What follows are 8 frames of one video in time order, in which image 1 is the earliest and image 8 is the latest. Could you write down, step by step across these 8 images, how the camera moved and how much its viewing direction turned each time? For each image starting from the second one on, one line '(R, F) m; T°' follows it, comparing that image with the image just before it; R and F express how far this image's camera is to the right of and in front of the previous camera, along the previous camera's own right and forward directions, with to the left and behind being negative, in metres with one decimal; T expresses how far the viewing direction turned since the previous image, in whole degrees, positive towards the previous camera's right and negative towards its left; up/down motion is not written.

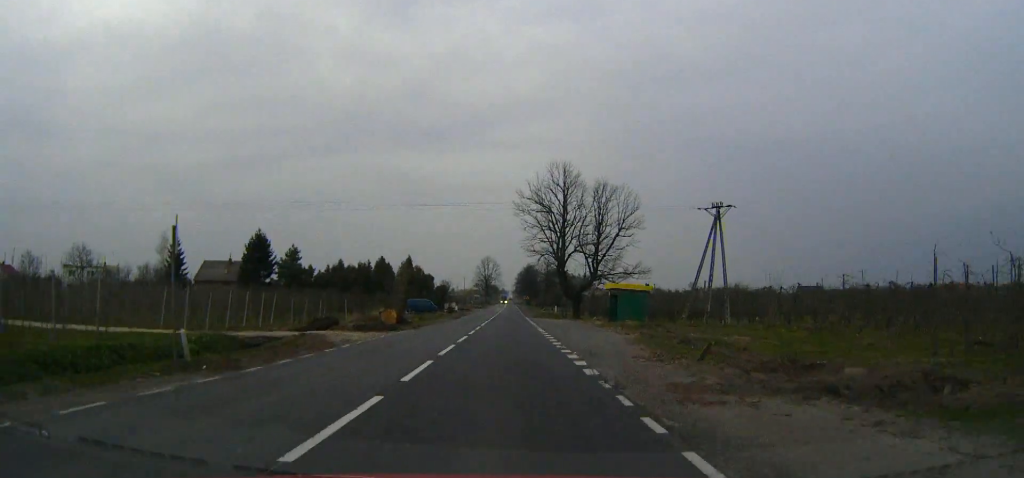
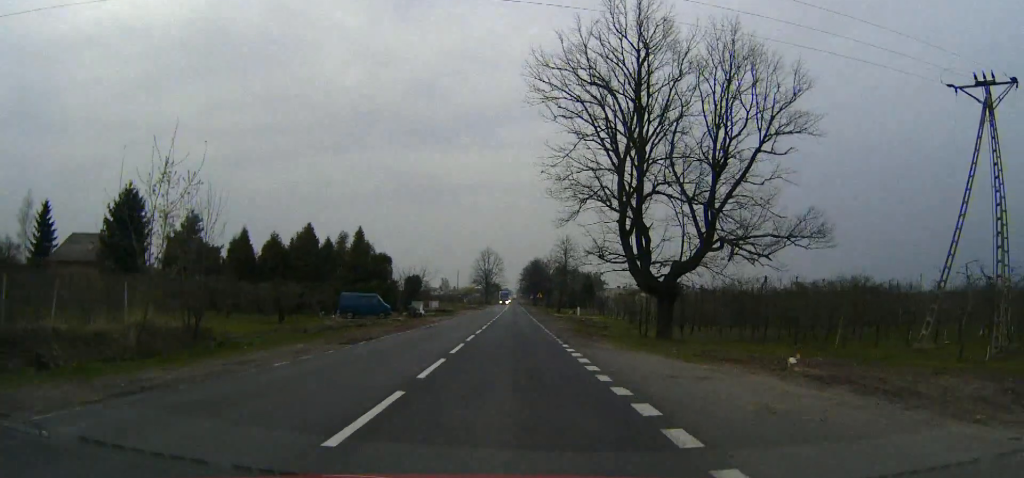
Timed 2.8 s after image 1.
(-0.1, +47.0) m; 0°
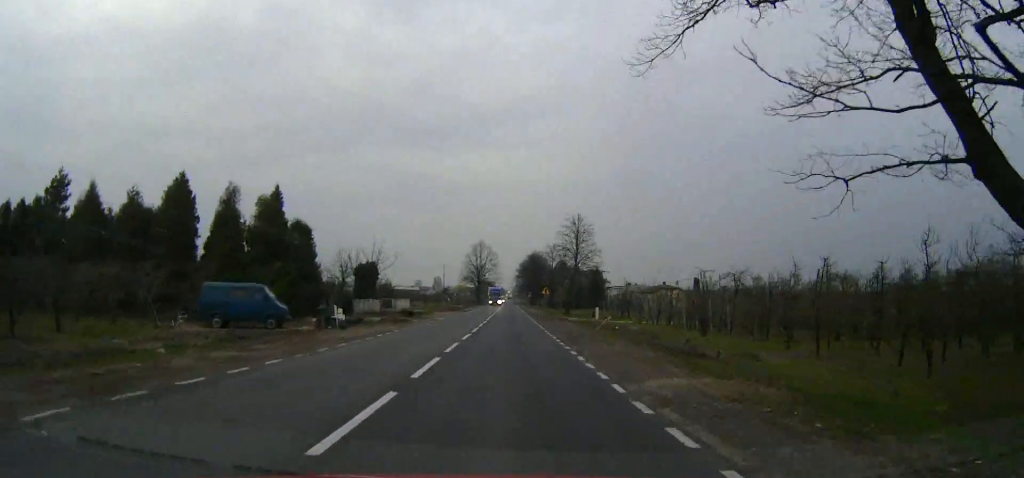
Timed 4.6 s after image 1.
(+0.1, +30.2) m; 0°
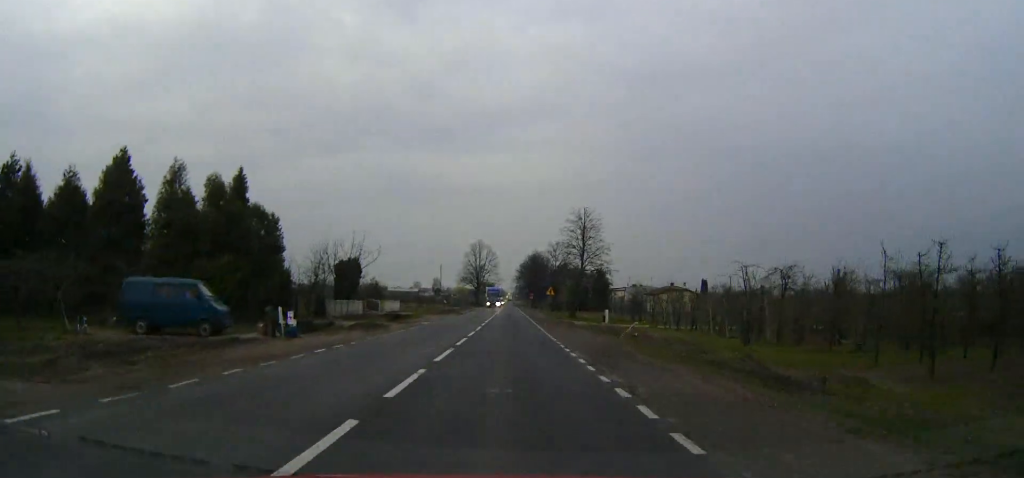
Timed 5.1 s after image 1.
(0.0, +8.3) m; 0°
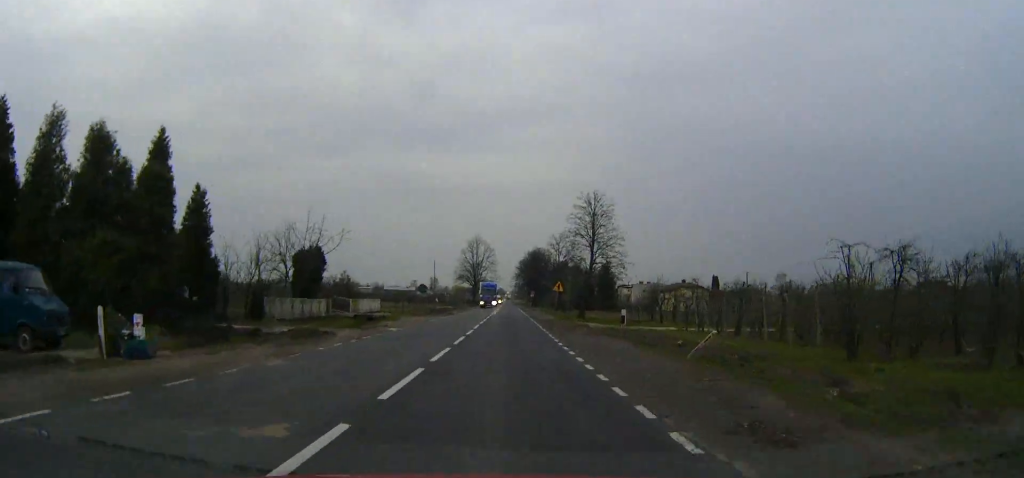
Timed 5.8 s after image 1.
(0.0, +12.2) m; 0°
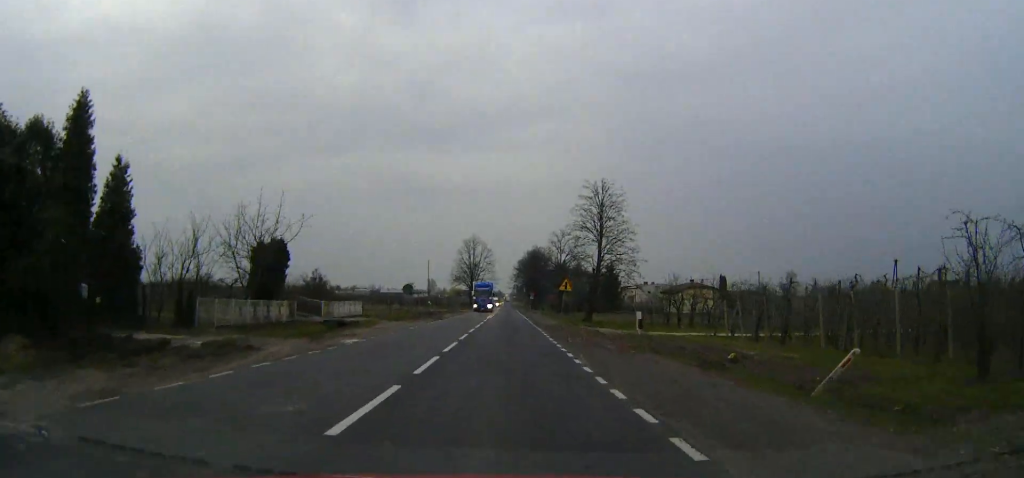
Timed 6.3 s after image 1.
(0.0, +8.3) m; 0°
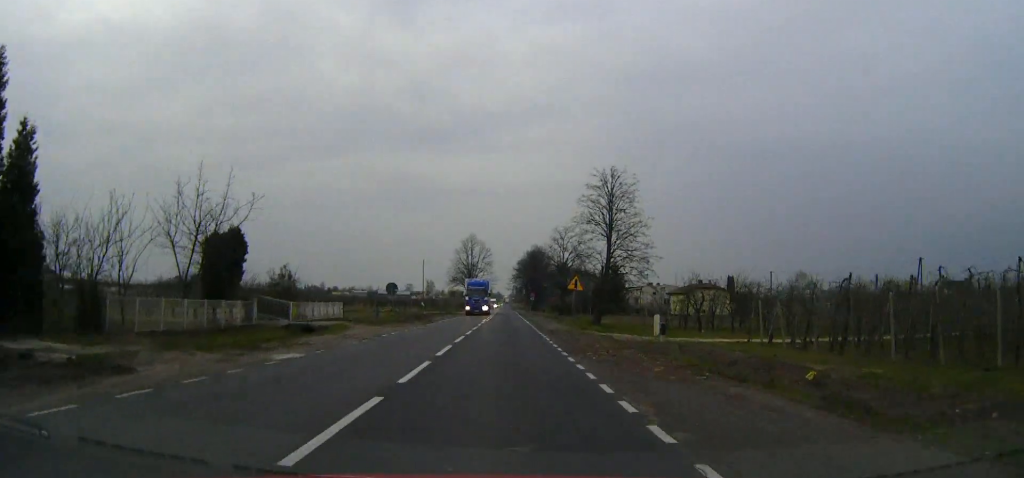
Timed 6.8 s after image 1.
(0.0, +7.2) m; 0°
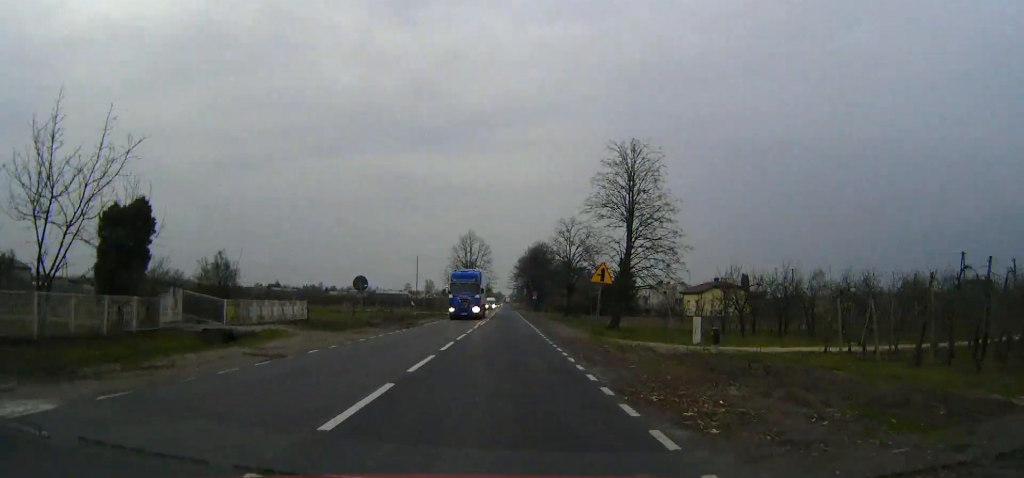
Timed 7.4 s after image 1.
(0.0, +10.5) m; 0°
